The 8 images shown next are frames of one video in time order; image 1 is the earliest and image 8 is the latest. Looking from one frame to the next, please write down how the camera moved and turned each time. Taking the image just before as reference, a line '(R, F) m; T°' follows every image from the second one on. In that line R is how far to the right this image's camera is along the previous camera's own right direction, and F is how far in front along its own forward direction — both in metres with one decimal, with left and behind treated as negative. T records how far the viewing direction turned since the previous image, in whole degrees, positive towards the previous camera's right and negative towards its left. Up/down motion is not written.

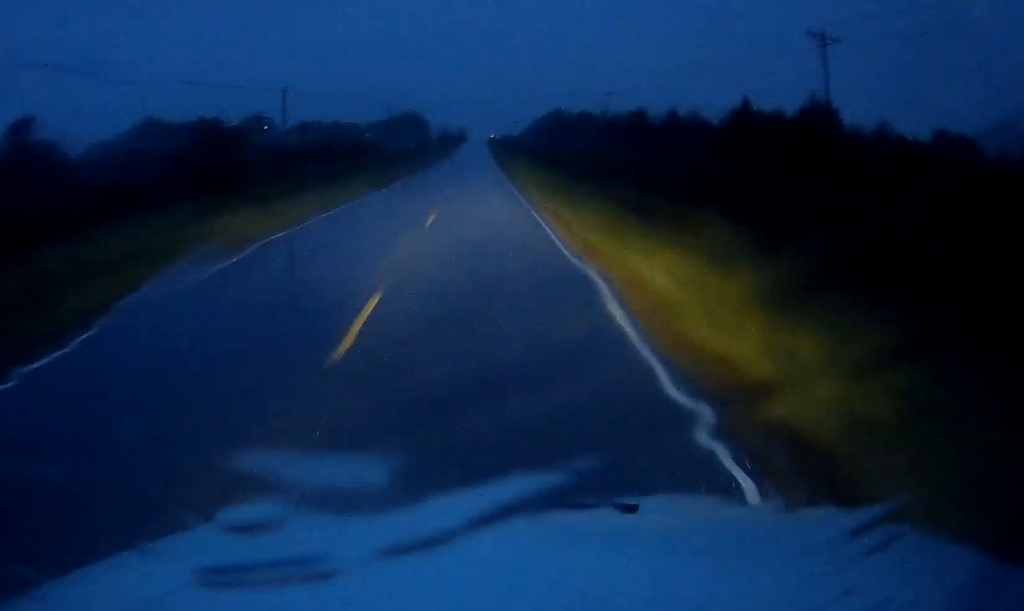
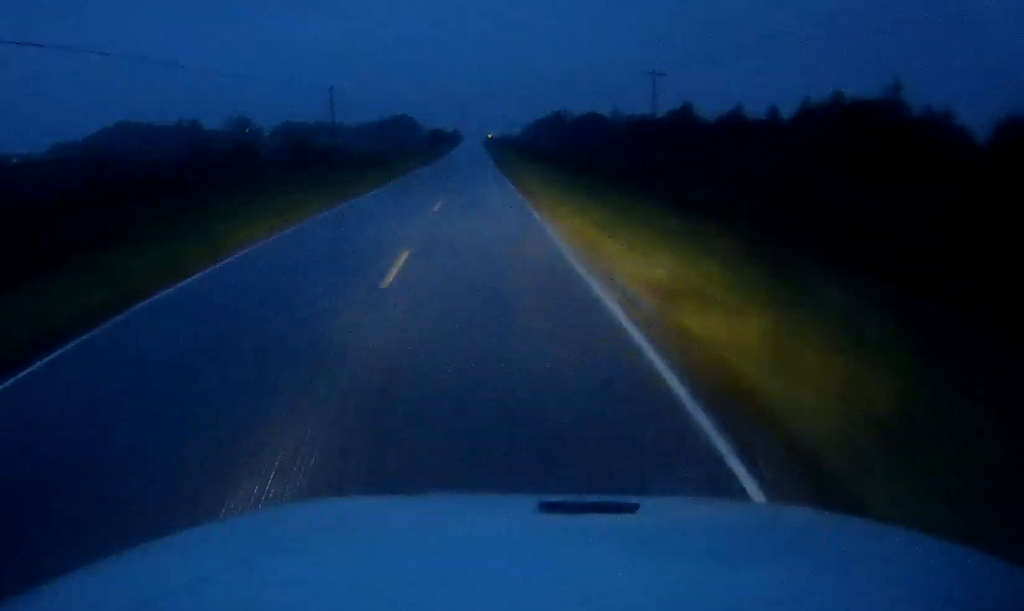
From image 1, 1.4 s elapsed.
(-0.2, +31.2) m; -1°
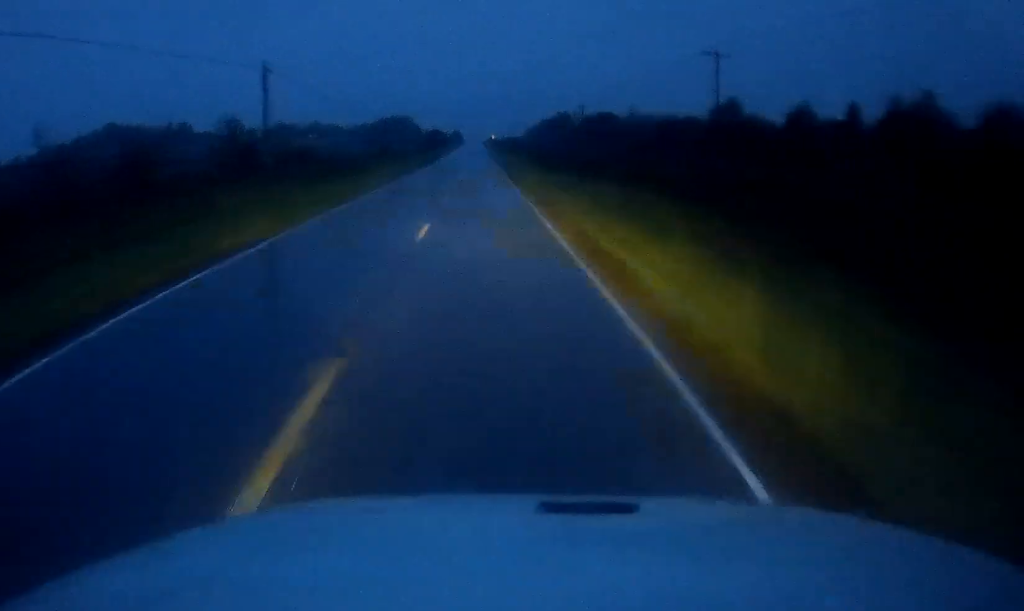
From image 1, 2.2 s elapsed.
(0.0, +18.9) m; 0°
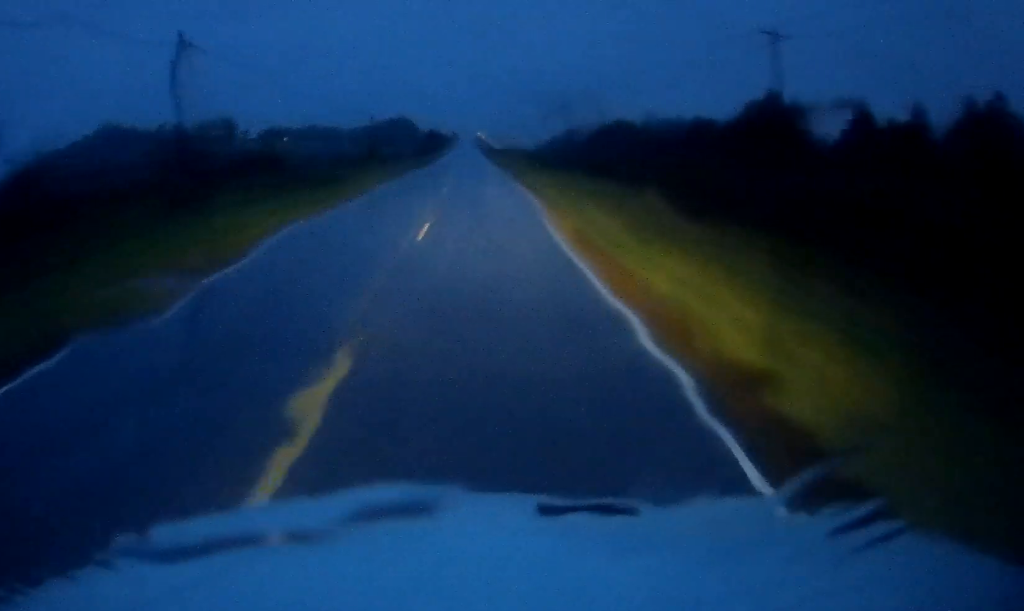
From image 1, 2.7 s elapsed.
(0.0, +11.4) m; 0°
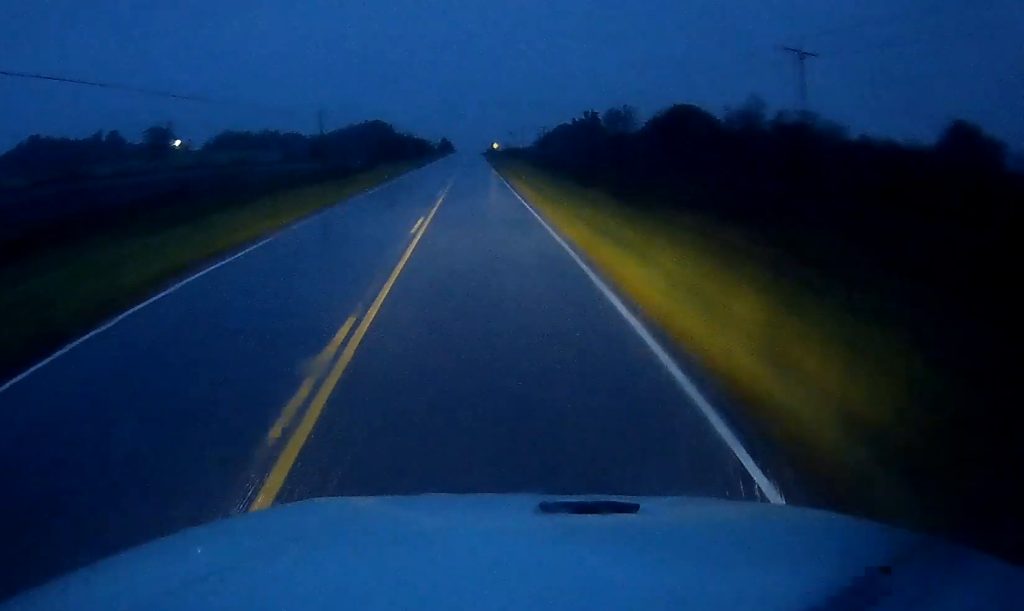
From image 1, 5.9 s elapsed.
(+0.1, +73.6) m; 0°
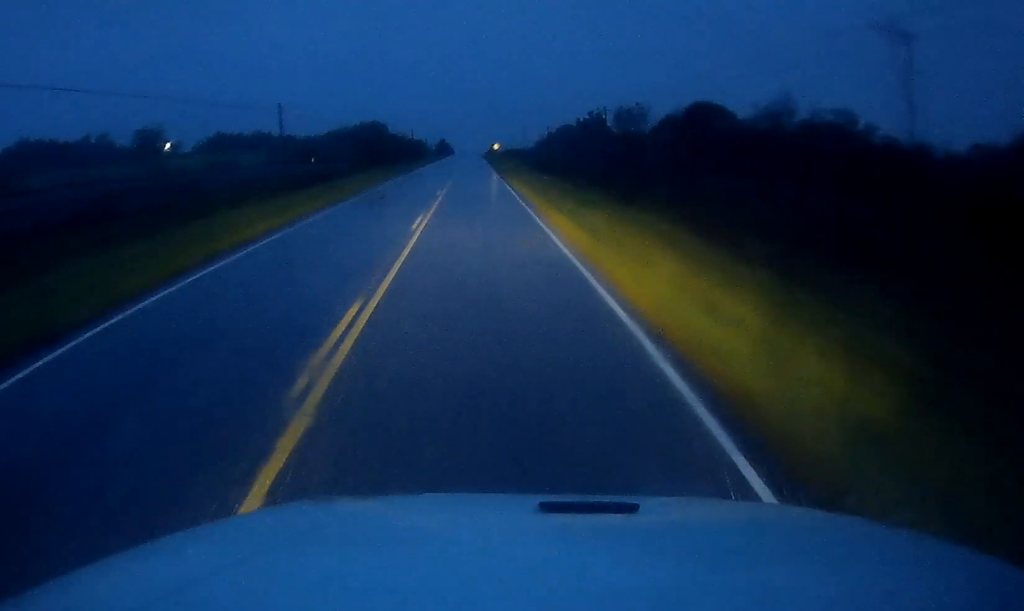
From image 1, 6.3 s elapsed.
(-0.2, +11.1) m; 0°
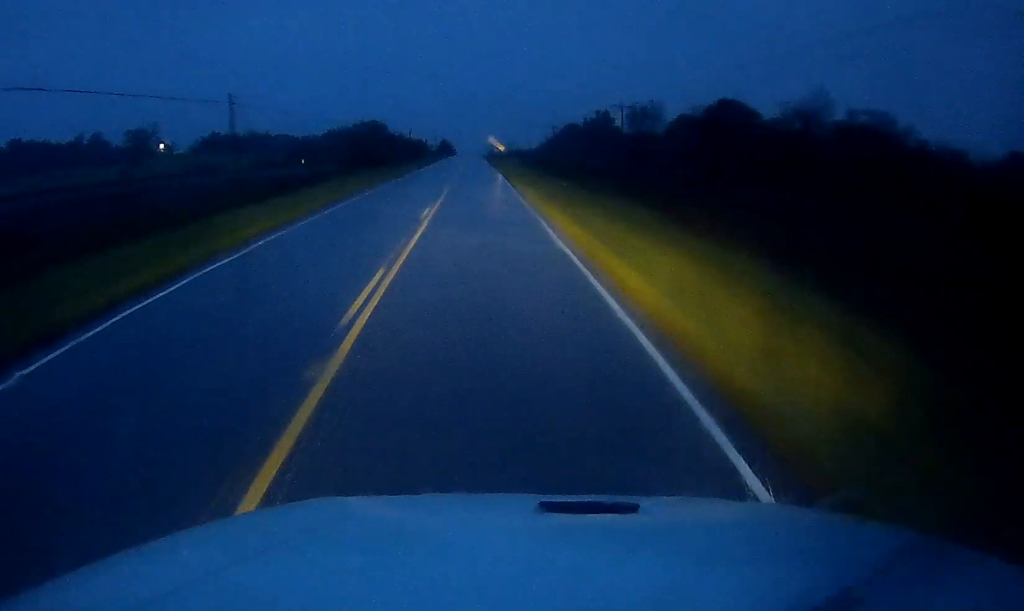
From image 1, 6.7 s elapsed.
(-0.1, +9.6) m; 0°
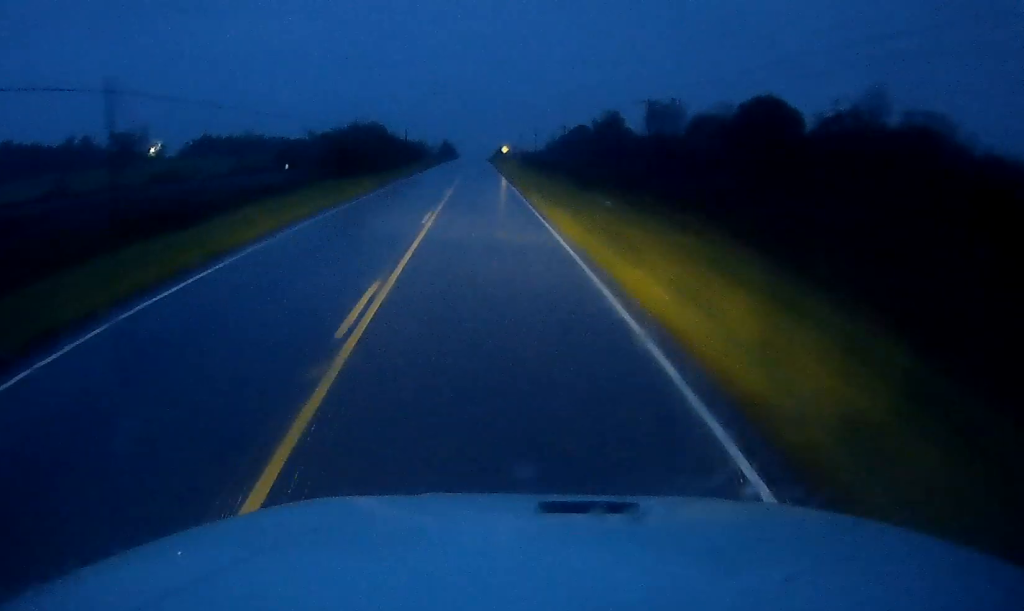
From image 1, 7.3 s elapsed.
(+0.2, +12.8) m; +1°
